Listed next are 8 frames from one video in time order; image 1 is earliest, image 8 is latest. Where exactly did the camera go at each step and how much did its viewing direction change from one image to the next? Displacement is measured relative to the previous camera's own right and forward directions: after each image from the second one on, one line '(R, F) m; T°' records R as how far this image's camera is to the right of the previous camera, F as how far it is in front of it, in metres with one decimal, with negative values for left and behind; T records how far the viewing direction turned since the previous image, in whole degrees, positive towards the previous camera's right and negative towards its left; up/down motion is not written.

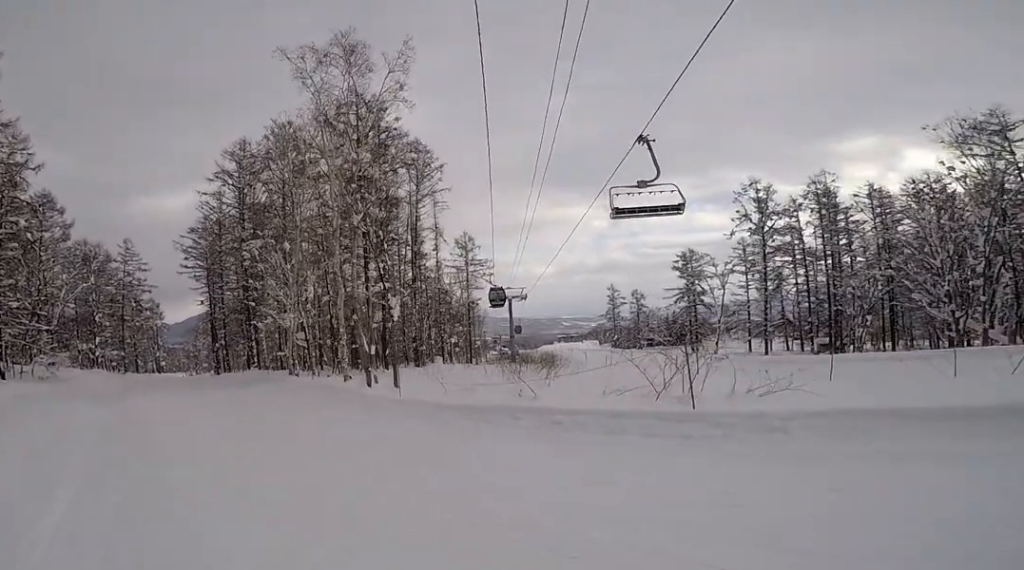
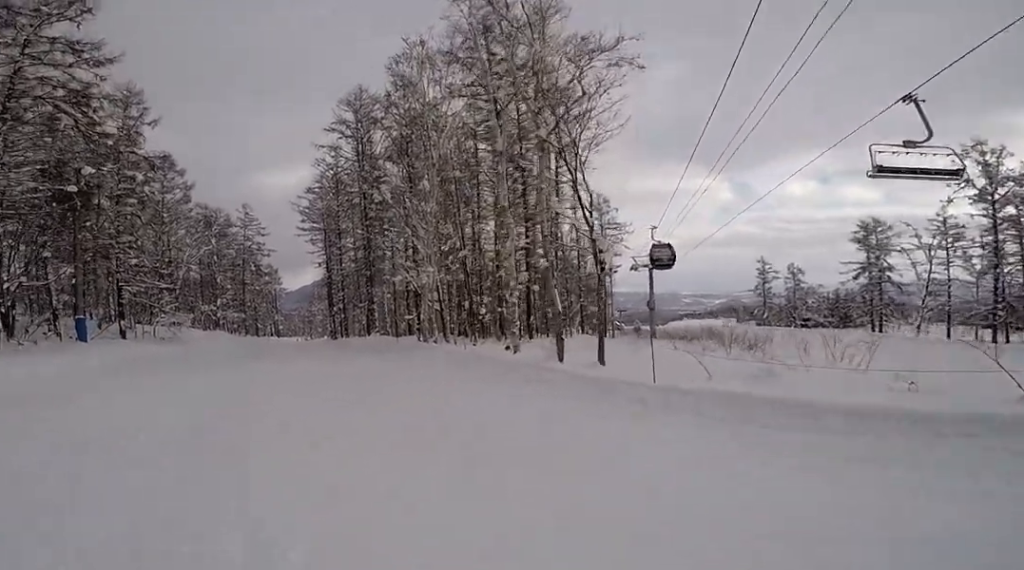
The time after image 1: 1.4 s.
(0.0, +5.9) m; 0°
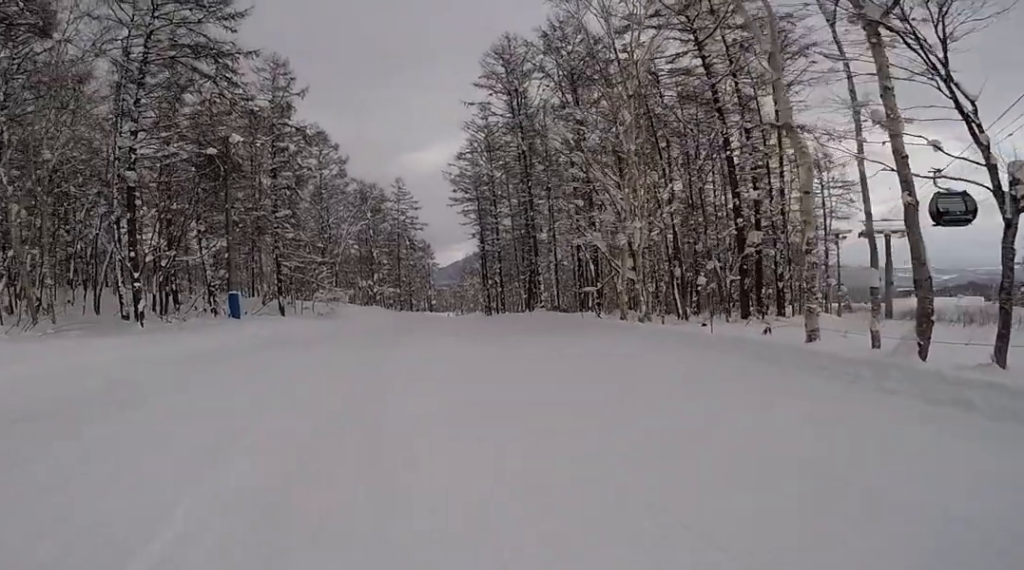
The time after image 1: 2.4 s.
(0.0, +4.3) m; 0°
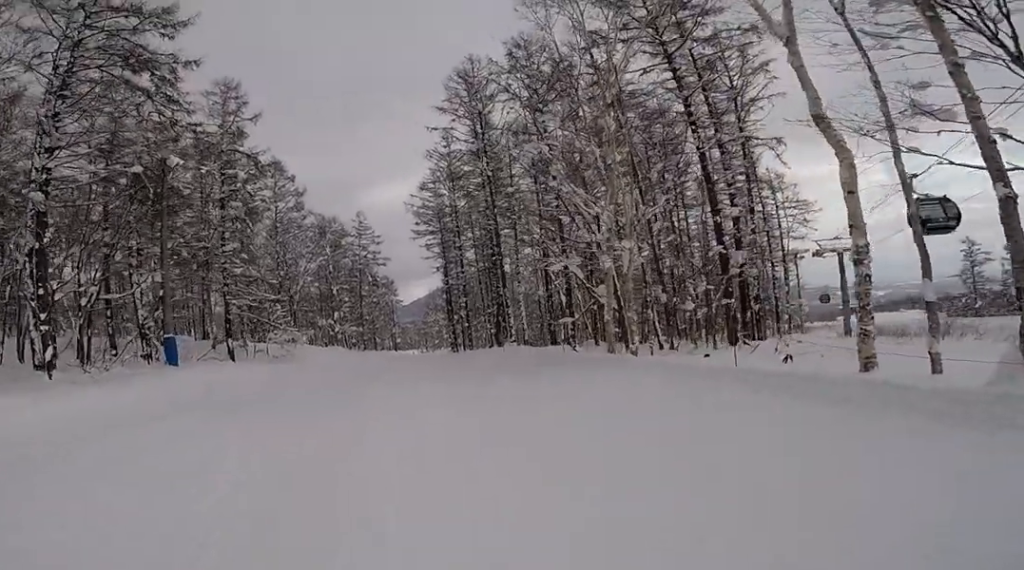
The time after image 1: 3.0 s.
(0.0, +2.4) m; 0°
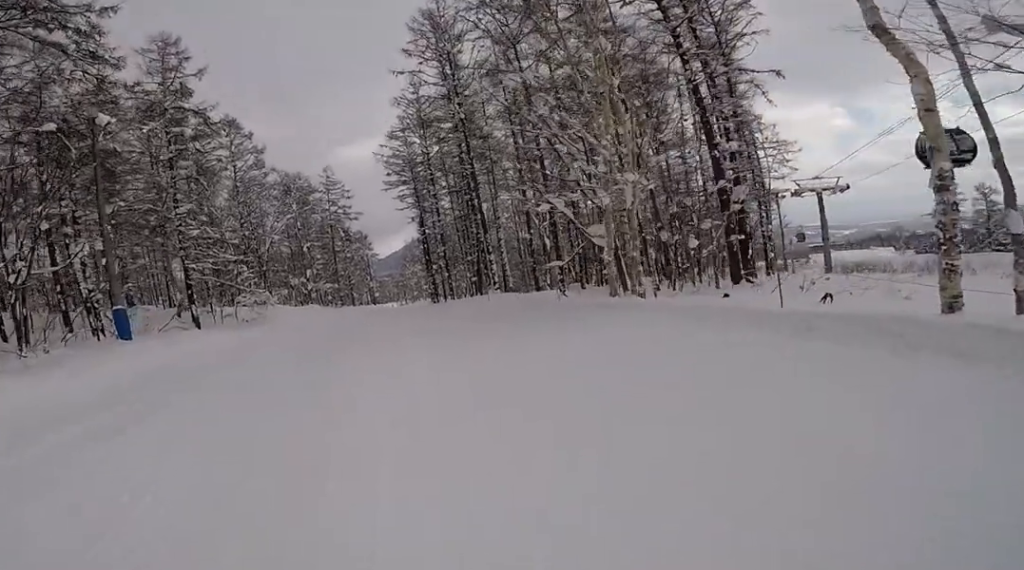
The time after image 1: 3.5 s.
(0.0, +1.8) m; 0°
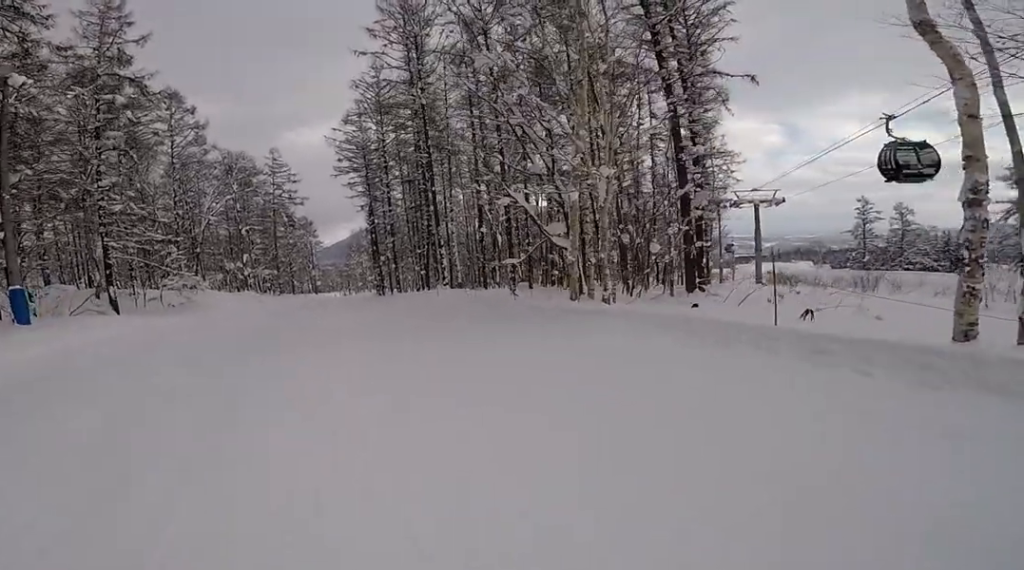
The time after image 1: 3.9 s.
(0.0, +1.5) m; 0°
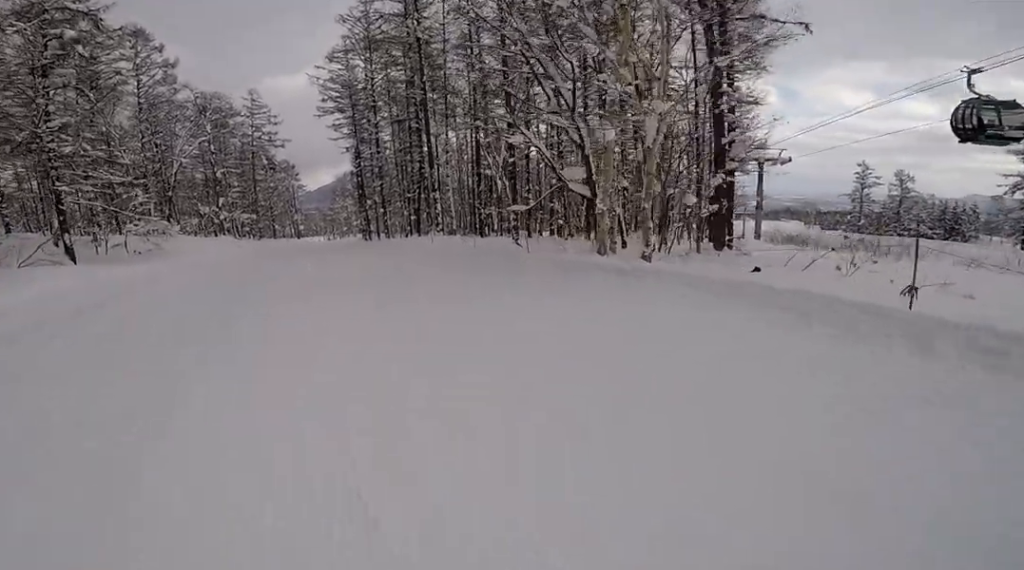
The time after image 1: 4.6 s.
(0.0, +2.4) m; 0°
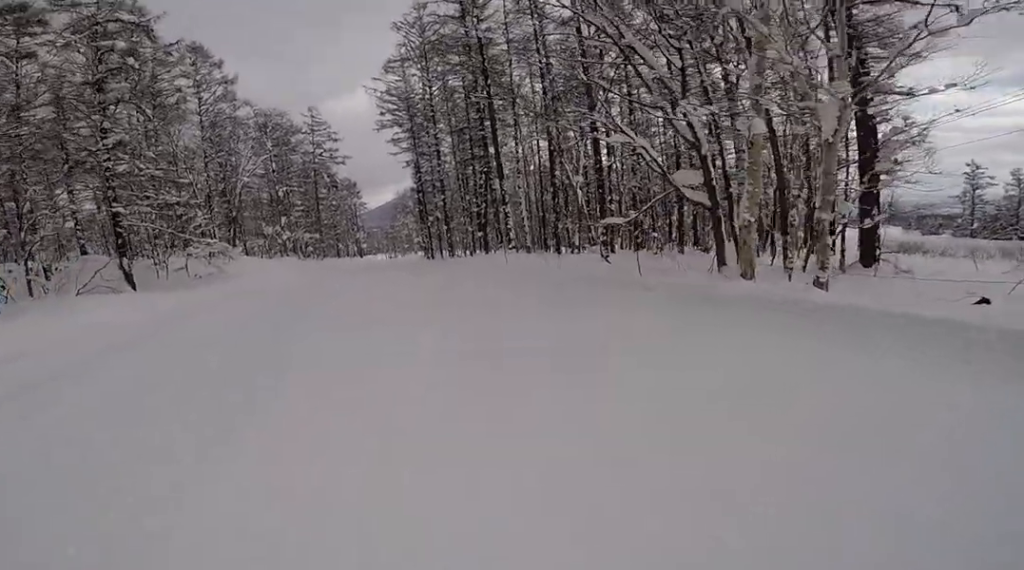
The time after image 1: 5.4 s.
(0.0, +2.7) m; 0°
